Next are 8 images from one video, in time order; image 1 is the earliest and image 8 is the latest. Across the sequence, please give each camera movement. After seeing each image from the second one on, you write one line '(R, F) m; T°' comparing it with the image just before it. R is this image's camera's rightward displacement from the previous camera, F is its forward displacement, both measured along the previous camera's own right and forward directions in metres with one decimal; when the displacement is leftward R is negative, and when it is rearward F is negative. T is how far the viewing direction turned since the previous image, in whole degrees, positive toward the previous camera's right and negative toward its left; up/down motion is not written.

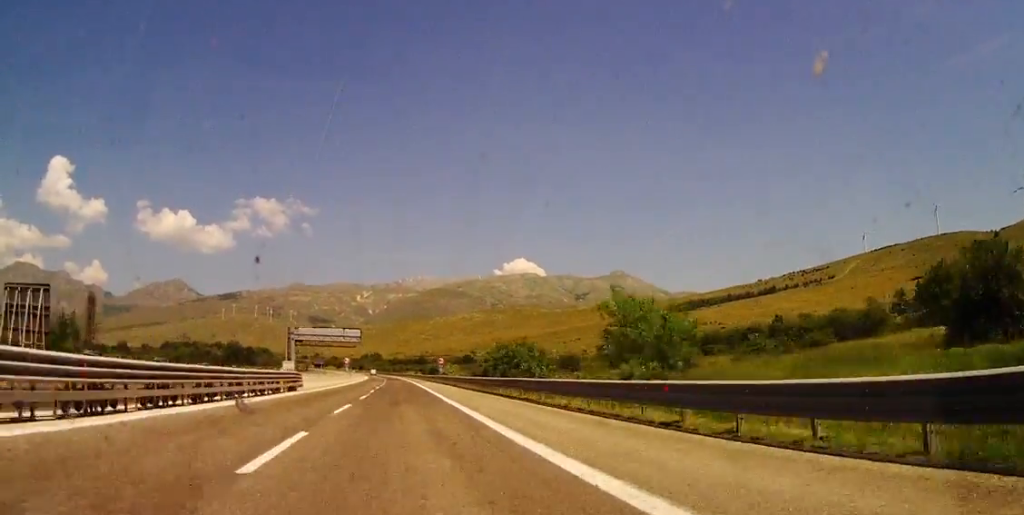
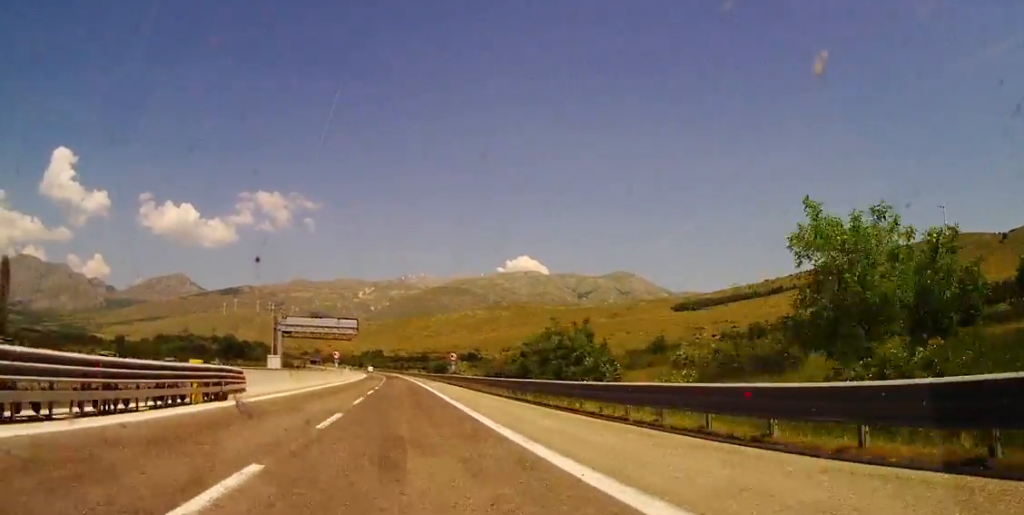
(0.0, +16.7) m; 0°
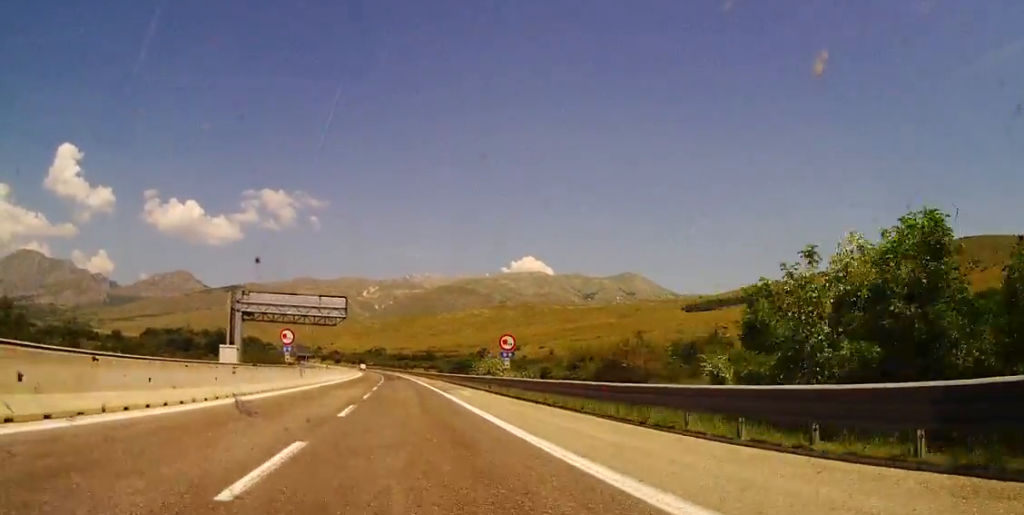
(0.0, +32.1) m; 0°
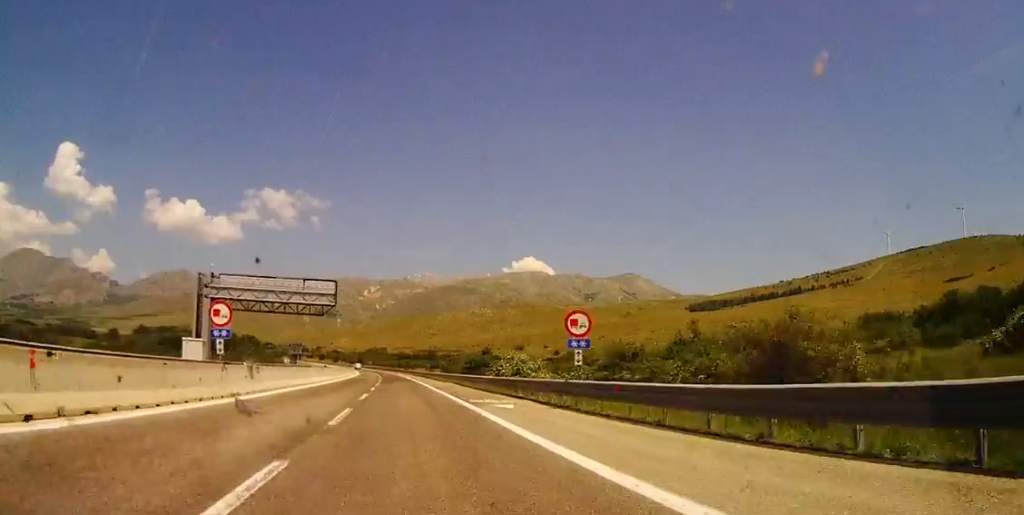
(-0.1, +14.2) m; 0°
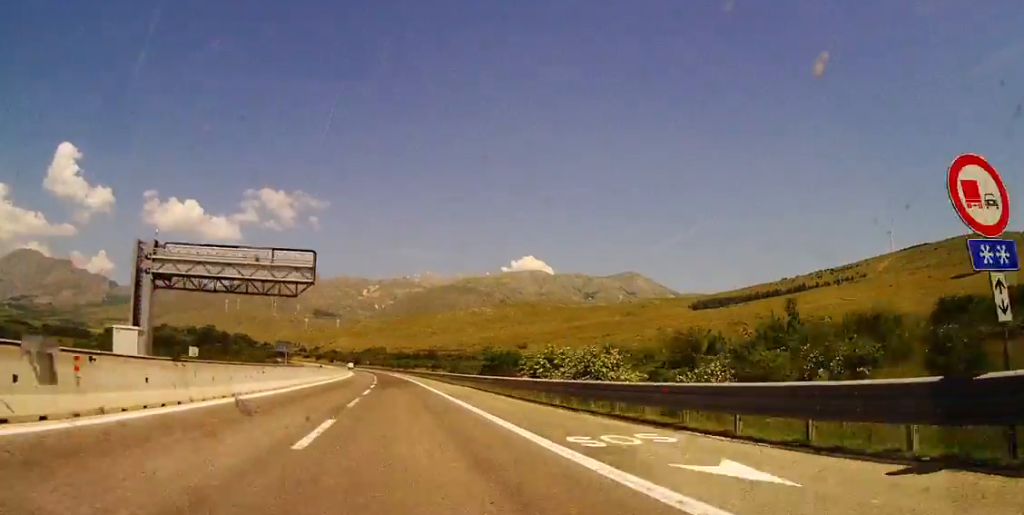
(0.0, +16.7) m; 0°
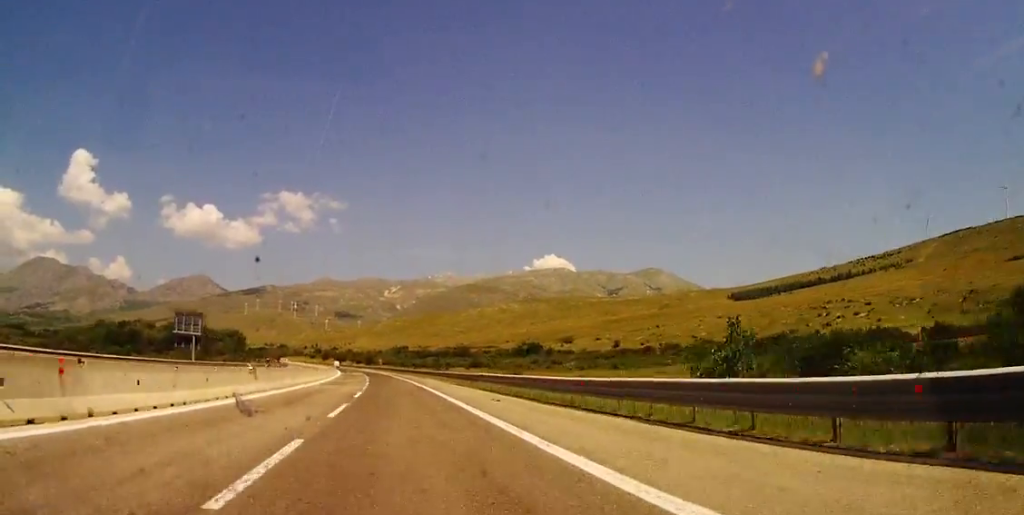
(-0.1, +74.2) m; 0°
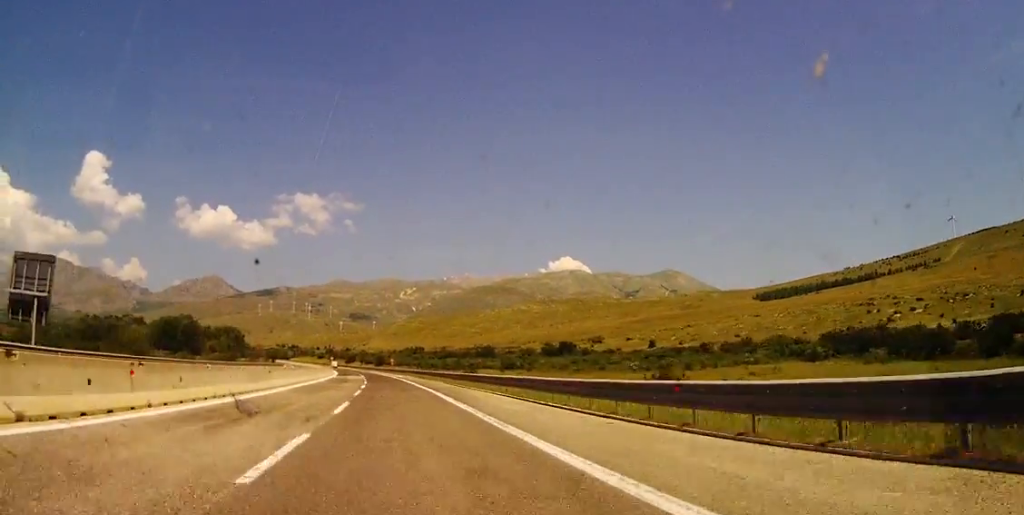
(0.0, +33.7) m; -1°
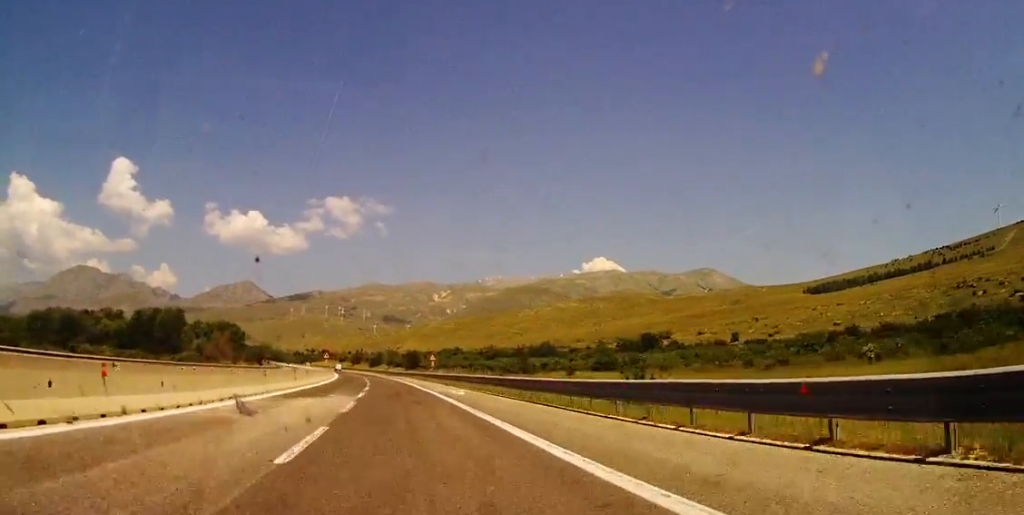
(-1.1, +57.9) m; -2°
